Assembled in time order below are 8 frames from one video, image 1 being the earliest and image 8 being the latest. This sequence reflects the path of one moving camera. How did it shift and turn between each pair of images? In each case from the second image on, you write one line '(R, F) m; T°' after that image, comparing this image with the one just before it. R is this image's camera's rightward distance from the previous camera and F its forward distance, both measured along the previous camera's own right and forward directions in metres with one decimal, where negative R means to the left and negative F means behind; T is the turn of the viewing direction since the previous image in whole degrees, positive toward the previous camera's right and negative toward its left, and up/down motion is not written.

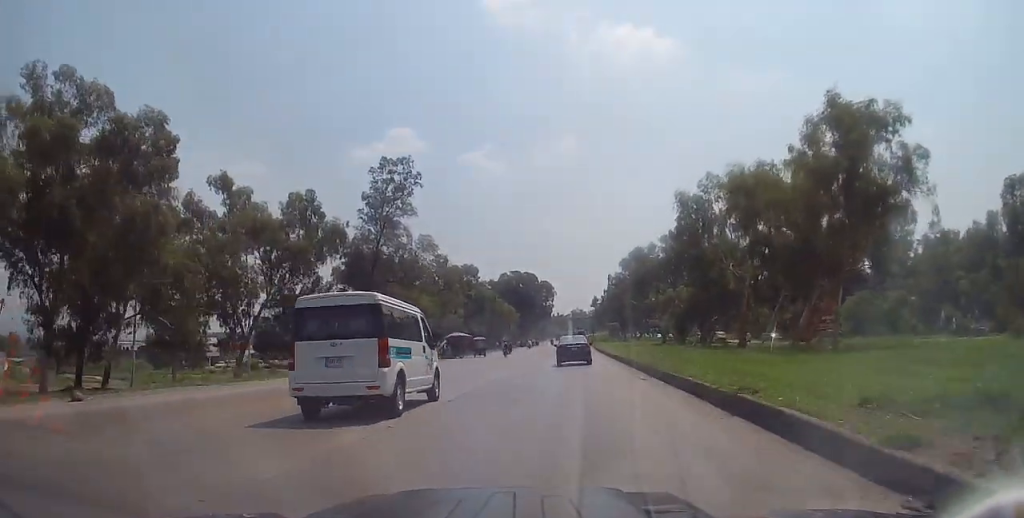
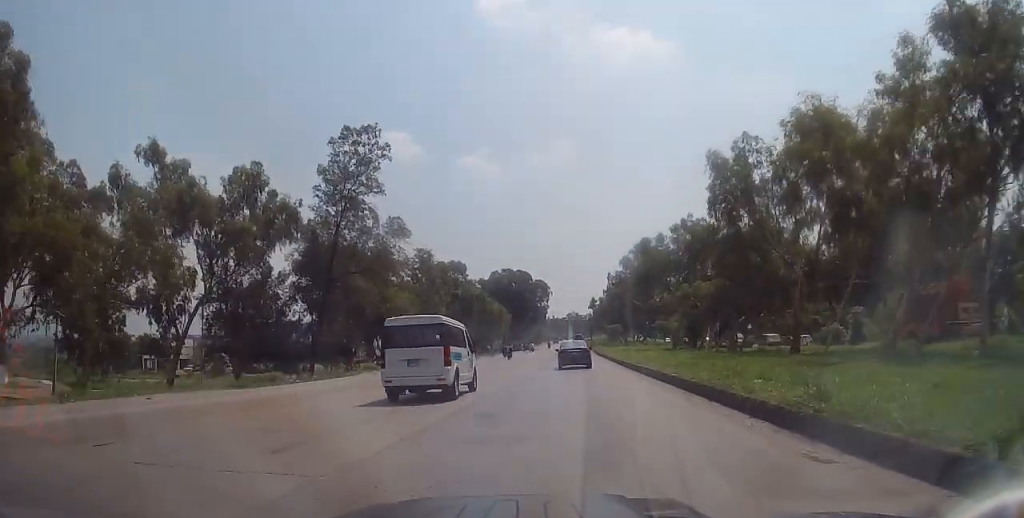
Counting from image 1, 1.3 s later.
(-0.1, +11.9) m; -3°
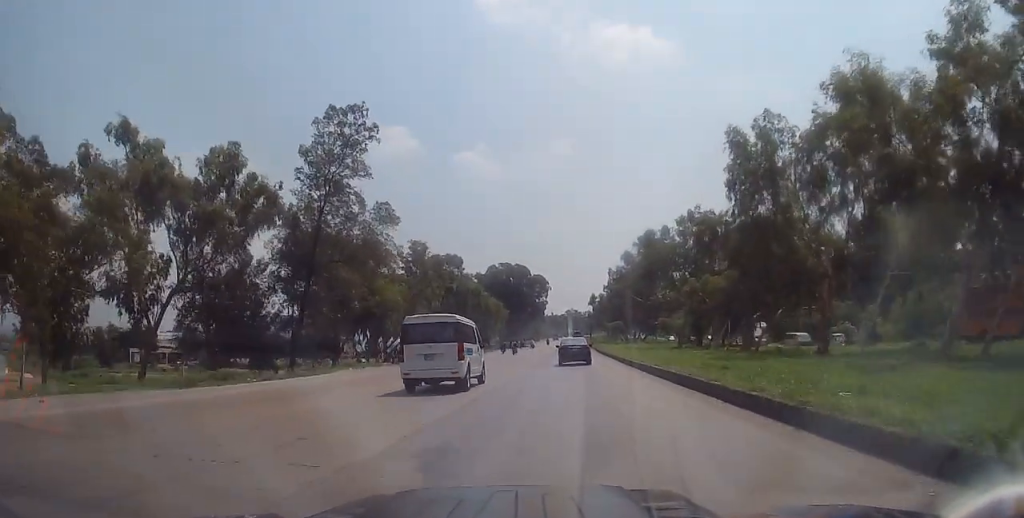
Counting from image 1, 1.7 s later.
(-0.1, +4.3) m; -1°
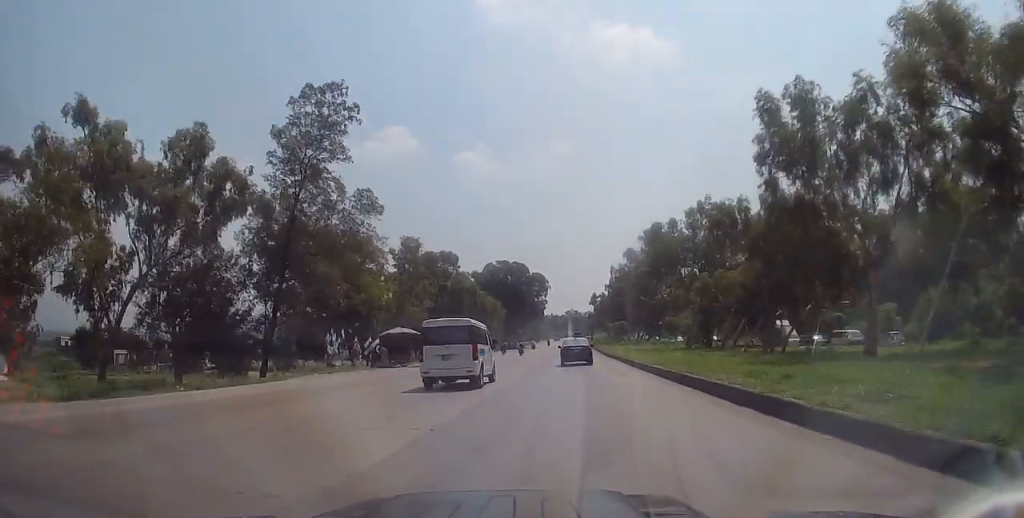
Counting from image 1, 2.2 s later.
(0.0, +5.5) m; +2°
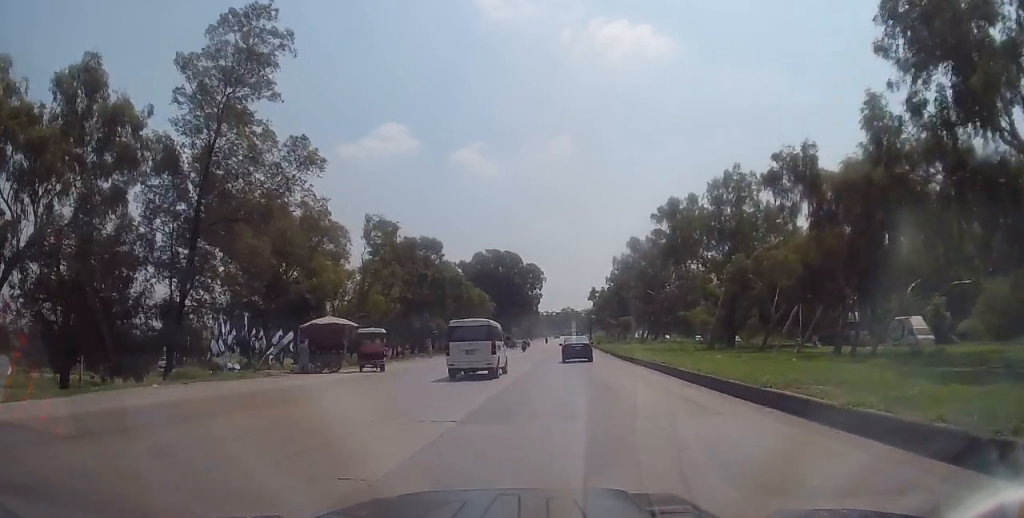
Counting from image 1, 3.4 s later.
(+0.5, +12.6) m; +3°
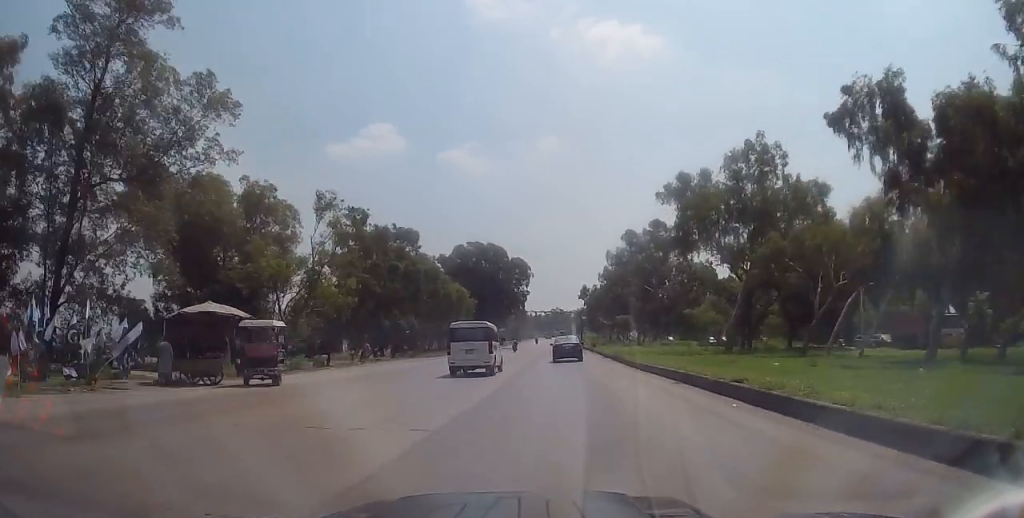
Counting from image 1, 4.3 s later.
(+0.1, +10.0) m; 0°
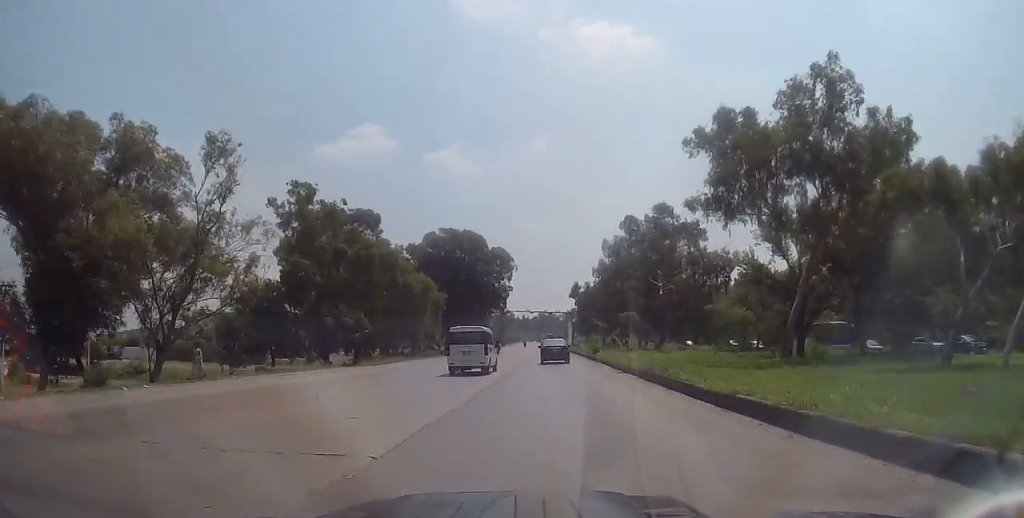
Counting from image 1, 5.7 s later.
(-0.1, +15.7) m; +2°
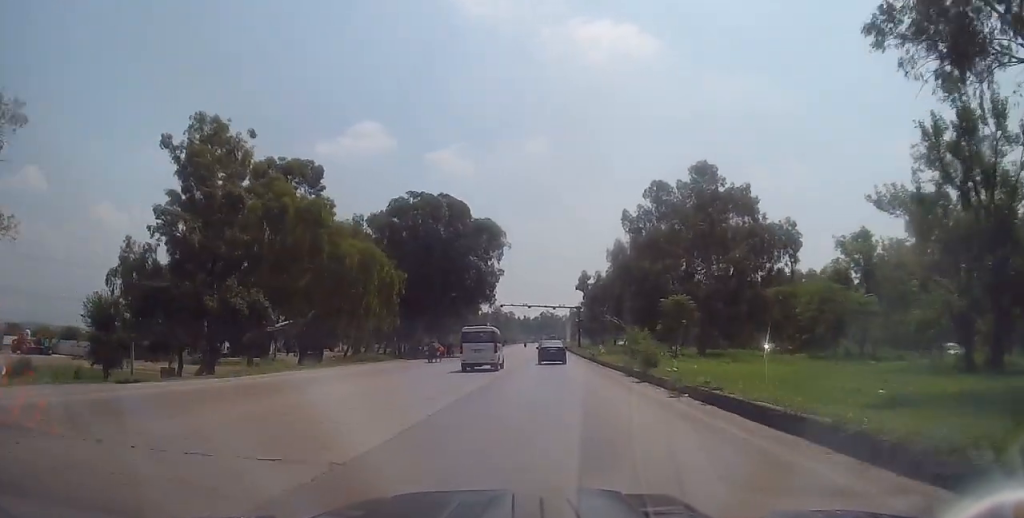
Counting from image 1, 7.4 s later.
(+0.1, +22.1) m; 0°
